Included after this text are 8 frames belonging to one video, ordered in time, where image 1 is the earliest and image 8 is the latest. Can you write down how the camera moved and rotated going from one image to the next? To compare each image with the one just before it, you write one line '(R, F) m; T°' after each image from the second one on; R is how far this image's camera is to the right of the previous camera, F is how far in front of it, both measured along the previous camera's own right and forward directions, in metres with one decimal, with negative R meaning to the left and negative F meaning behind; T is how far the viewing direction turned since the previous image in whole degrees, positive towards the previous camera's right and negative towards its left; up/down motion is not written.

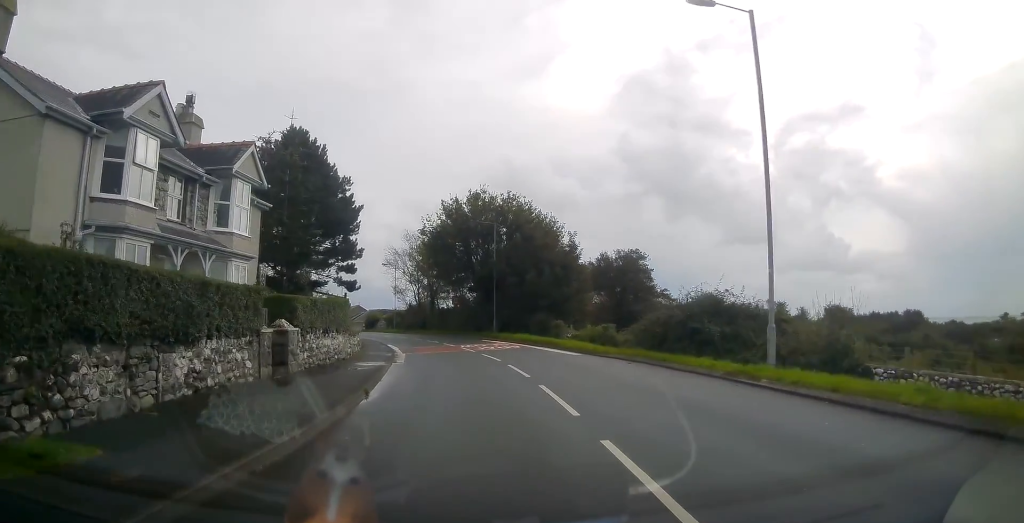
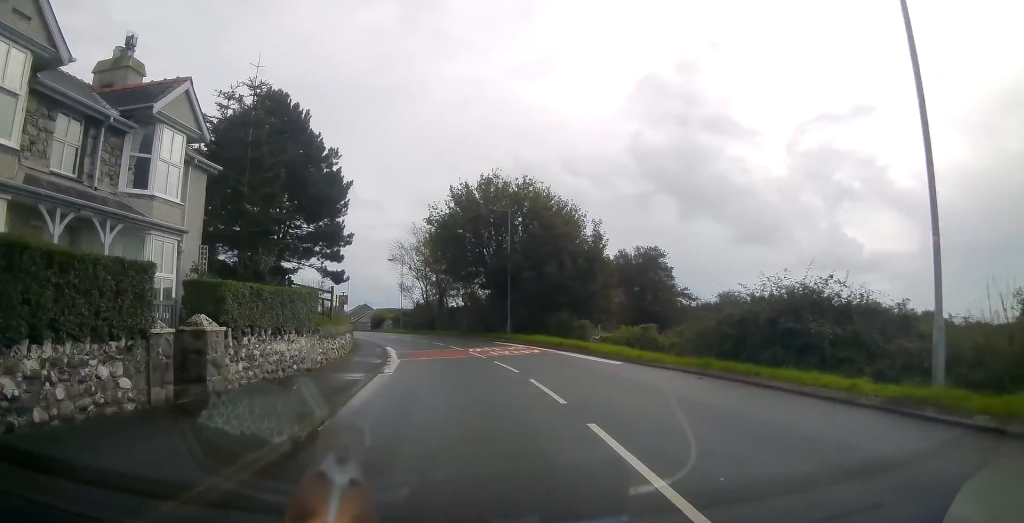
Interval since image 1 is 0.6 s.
(+0.1, +5.0) m; 0°
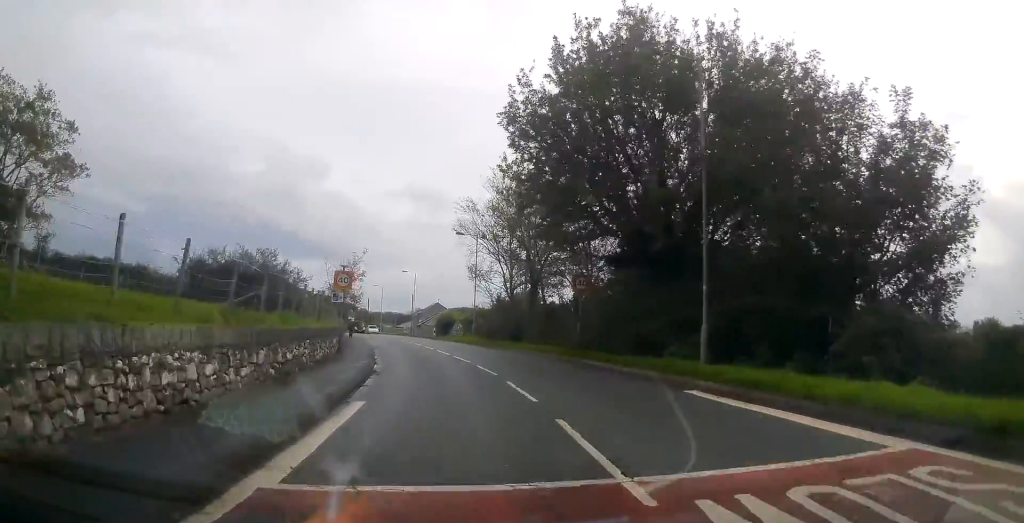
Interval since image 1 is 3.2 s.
(-1.3, +23.6) m; -8°
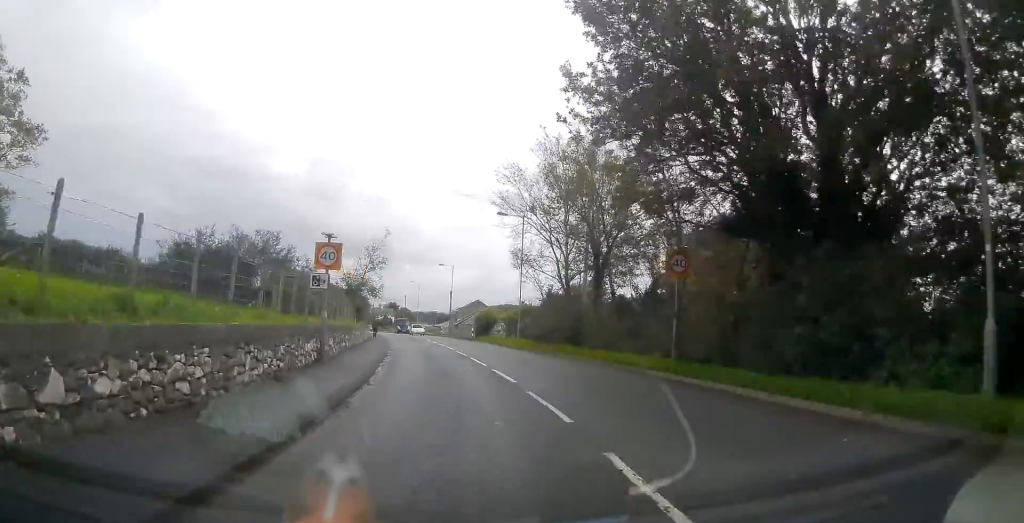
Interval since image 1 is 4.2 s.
(-0.2, +8.3) m; -4°
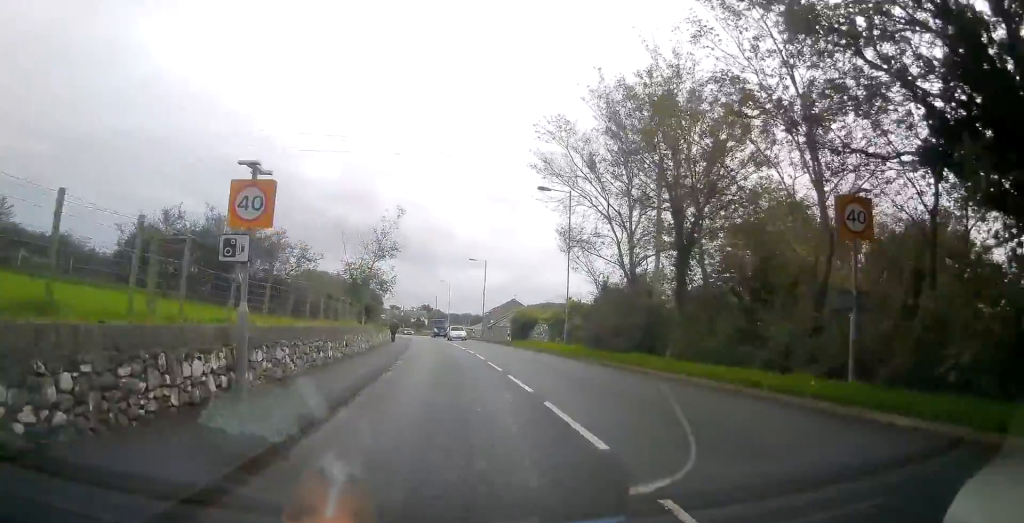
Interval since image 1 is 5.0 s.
(-0.2, +7.6) m; -3°
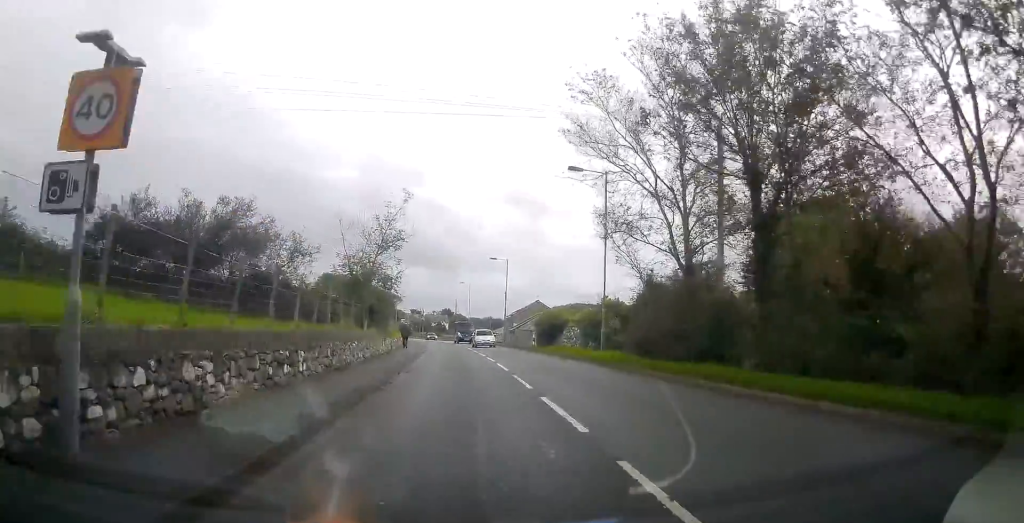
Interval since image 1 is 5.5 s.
(-0.1, +4.6) m; -2°
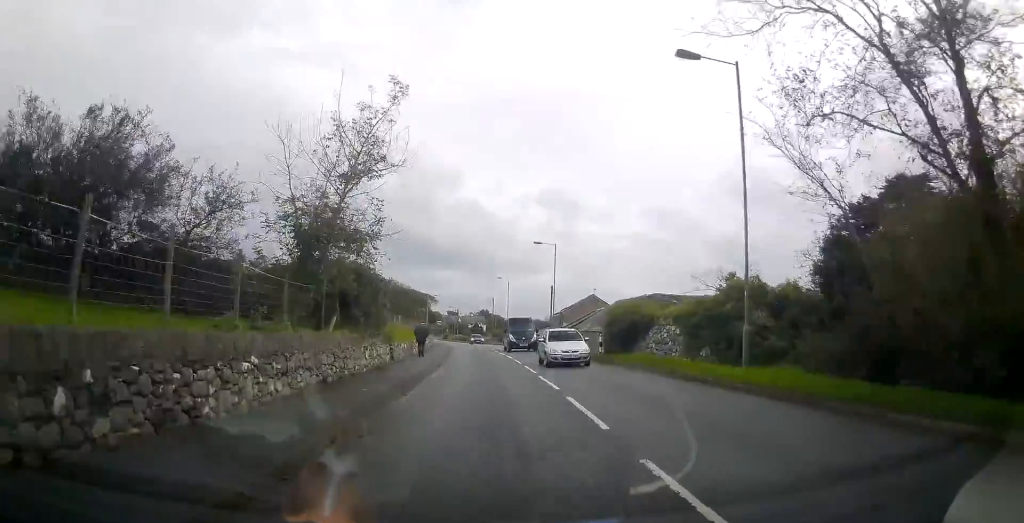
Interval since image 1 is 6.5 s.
(-0.3, +11.1) m; -3°
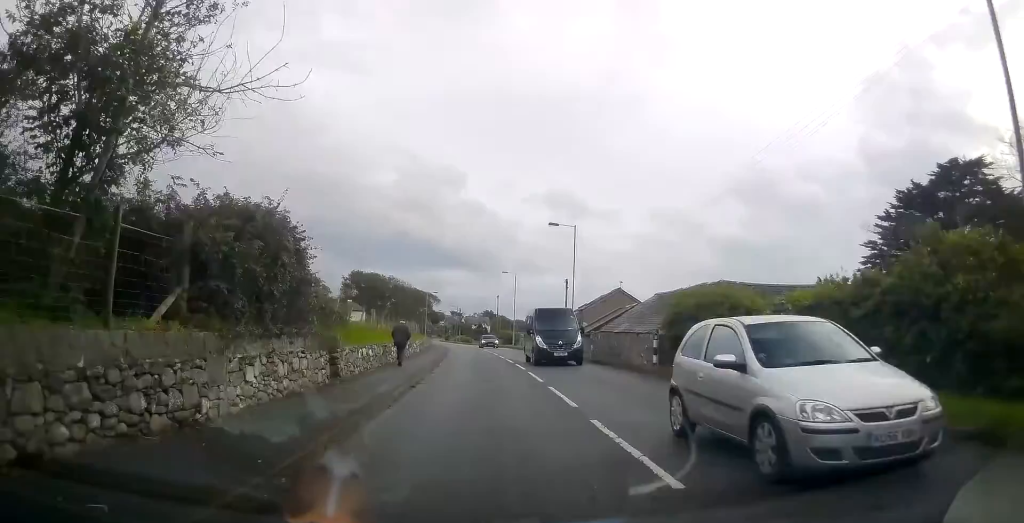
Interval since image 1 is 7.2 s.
(-0.2, +8.2) m; -2°
